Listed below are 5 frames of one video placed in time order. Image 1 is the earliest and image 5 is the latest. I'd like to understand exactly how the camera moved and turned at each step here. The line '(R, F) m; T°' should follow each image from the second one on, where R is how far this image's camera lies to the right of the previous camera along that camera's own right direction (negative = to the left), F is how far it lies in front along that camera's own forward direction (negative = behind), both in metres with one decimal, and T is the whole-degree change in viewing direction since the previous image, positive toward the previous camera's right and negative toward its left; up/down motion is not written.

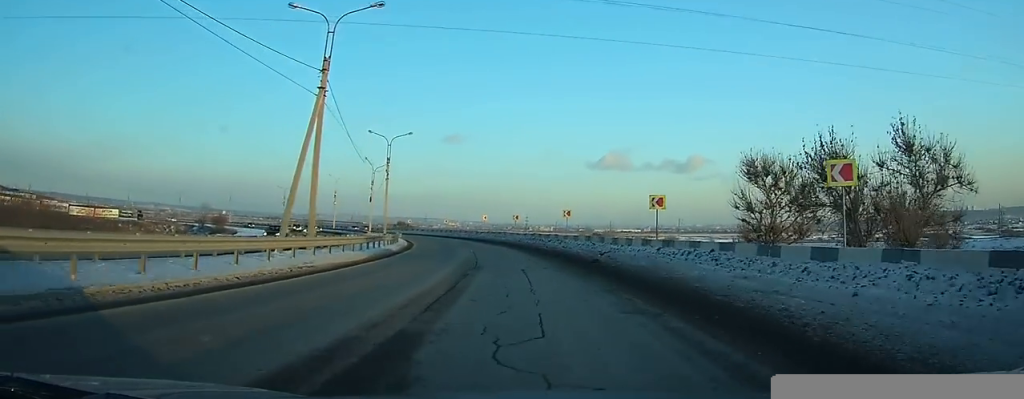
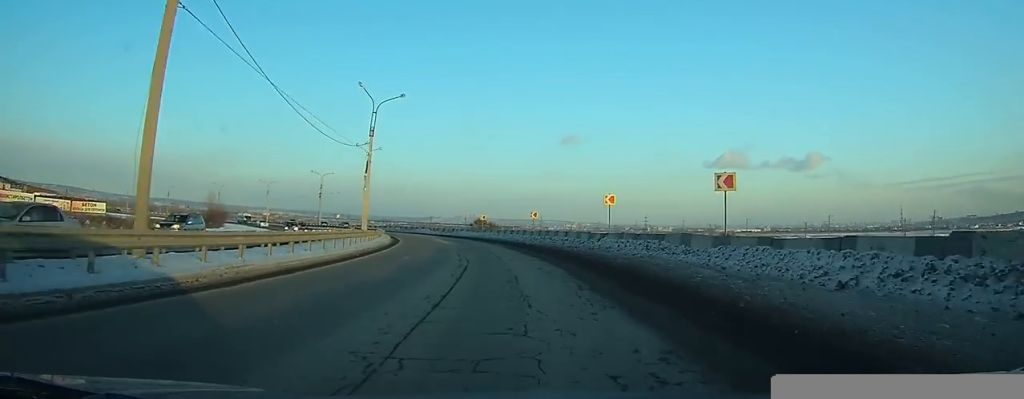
(-3.4, +50.7) m; -9°
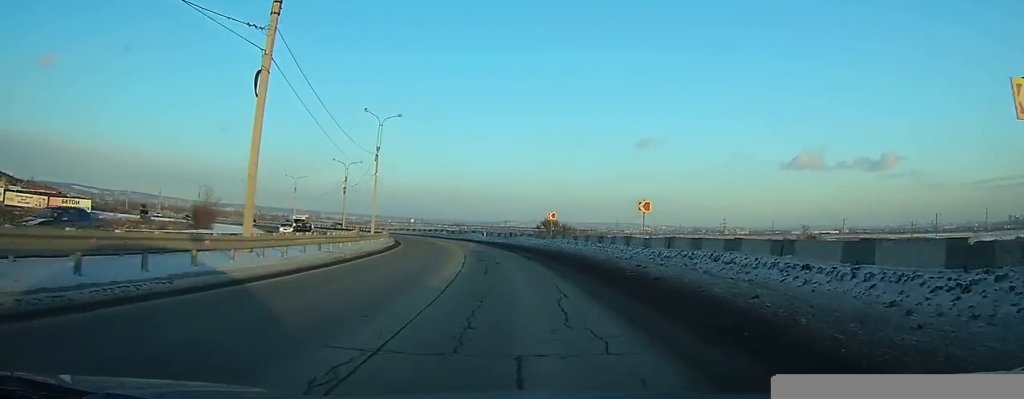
(-1.4, +27.8) m; -7°
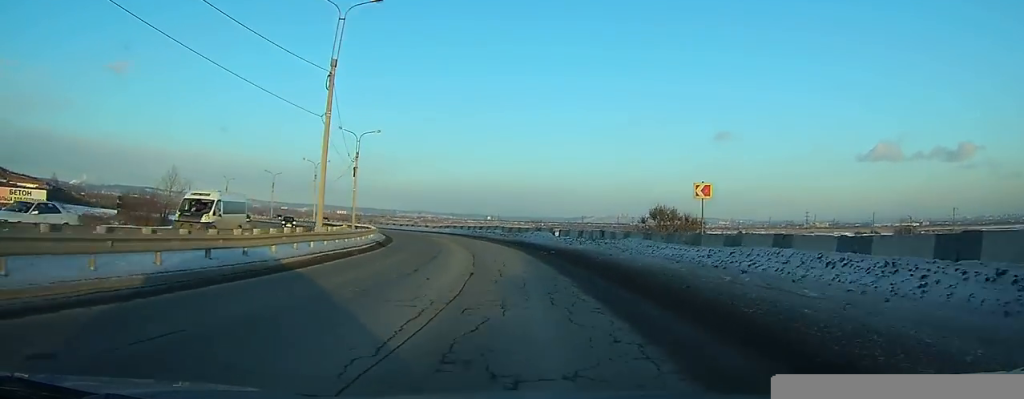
(-2.3, +29.1) m; -8°
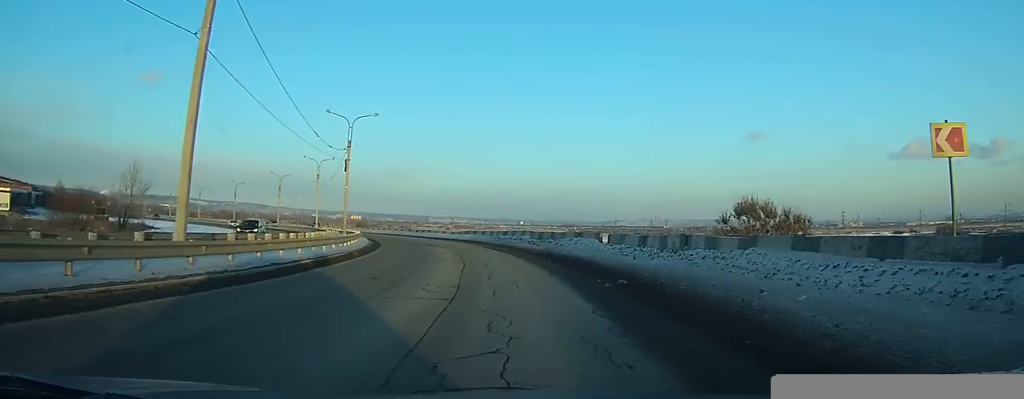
(-0.4, +13.2) m; -3°
